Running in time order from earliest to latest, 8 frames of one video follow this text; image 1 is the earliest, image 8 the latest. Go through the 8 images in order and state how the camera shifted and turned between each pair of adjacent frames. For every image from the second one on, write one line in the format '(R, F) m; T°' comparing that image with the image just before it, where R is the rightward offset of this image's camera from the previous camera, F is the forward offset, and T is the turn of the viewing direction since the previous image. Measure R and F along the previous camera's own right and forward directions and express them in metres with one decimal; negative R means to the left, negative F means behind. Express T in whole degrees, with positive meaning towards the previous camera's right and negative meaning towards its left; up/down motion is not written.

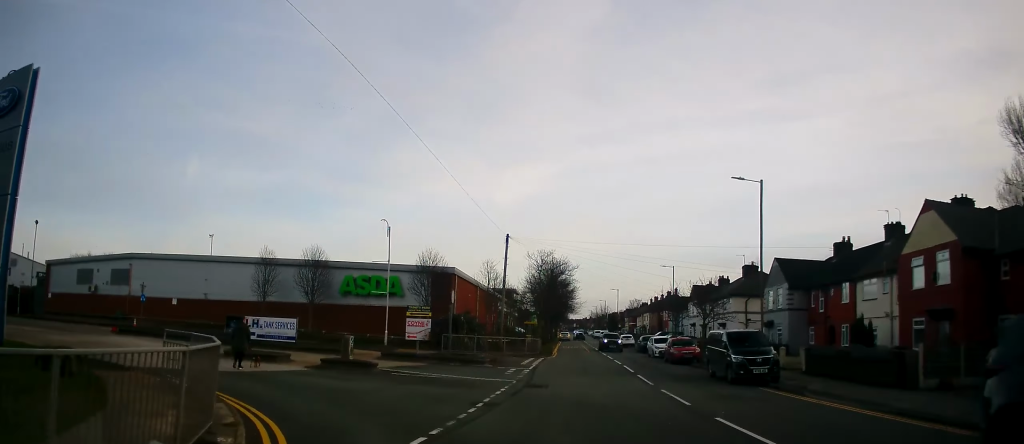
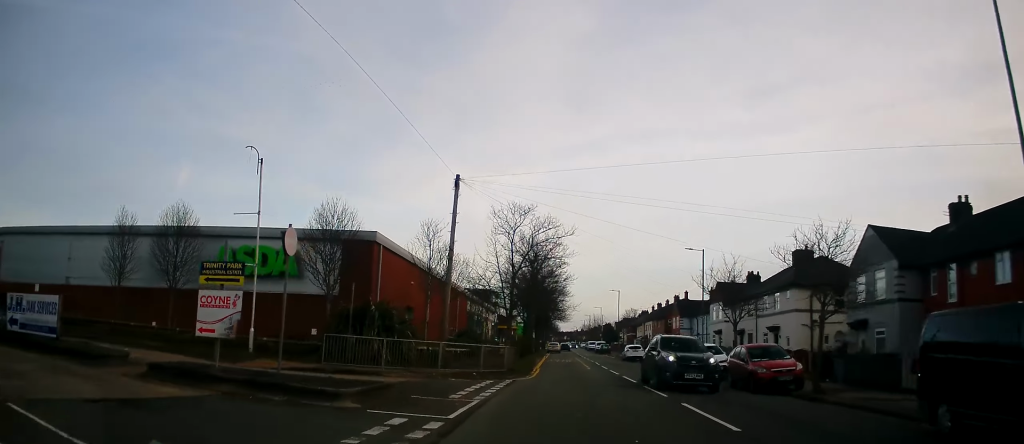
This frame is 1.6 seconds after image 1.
(+0.5, +16.7) m; +4°
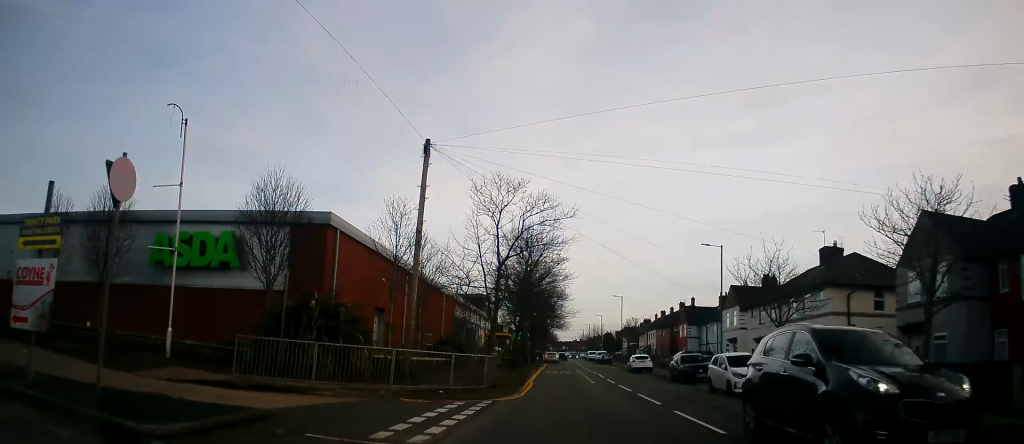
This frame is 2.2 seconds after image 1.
(+0.1, +5.5) m; 0°
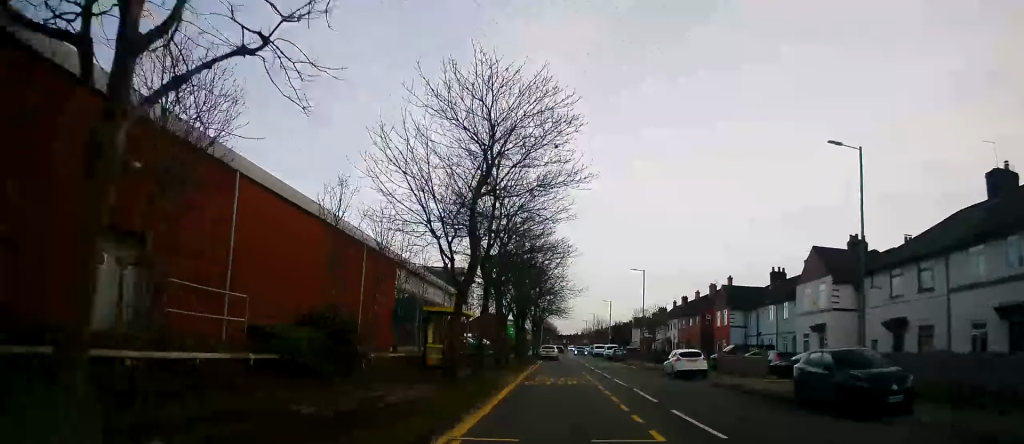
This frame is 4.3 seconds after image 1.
(-0.3, +18.9) m; -3°
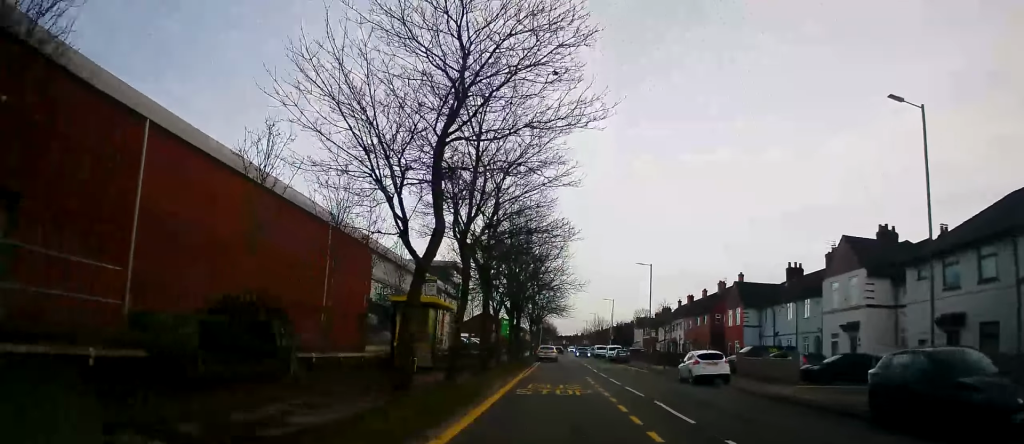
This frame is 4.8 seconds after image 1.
(-0.1, +4.4) m; -1°
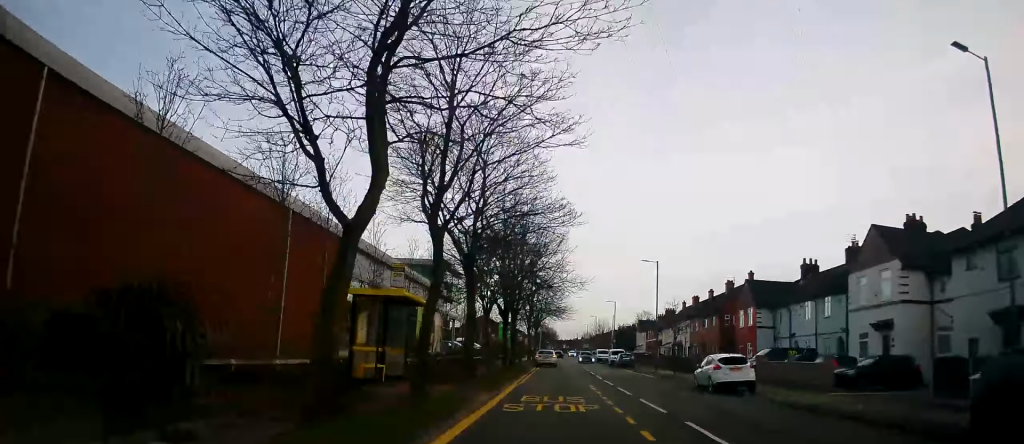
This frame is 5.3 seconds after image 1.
(0.0, +3.6) m; -1°
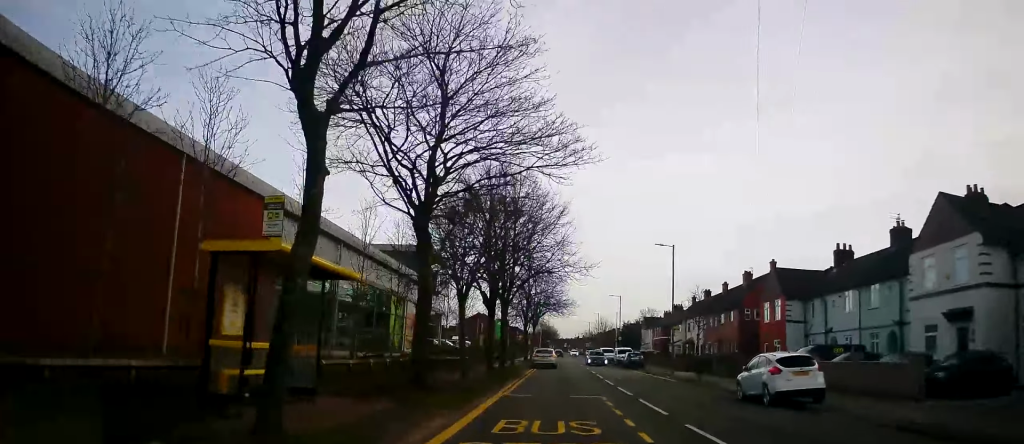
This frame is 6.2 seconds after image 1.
(-0.1, +6.5) m; 0°
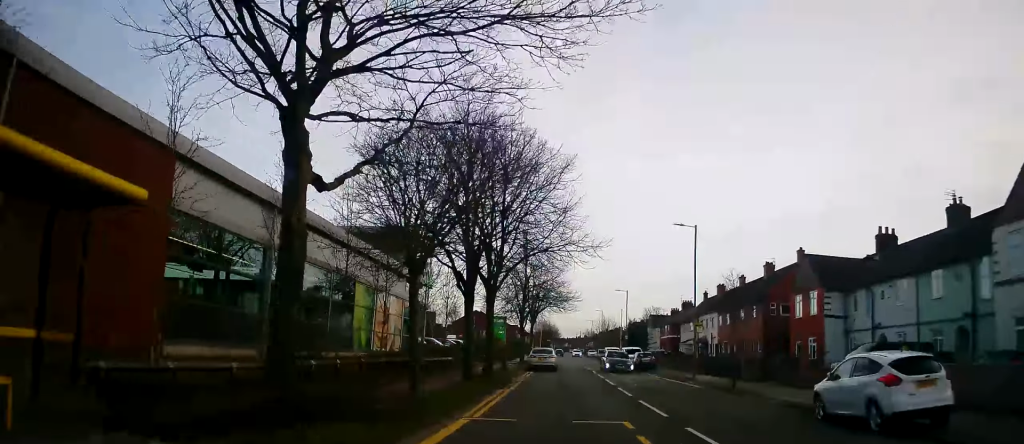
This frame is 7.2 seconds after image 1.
(0.0, +6.4) m; +2°
